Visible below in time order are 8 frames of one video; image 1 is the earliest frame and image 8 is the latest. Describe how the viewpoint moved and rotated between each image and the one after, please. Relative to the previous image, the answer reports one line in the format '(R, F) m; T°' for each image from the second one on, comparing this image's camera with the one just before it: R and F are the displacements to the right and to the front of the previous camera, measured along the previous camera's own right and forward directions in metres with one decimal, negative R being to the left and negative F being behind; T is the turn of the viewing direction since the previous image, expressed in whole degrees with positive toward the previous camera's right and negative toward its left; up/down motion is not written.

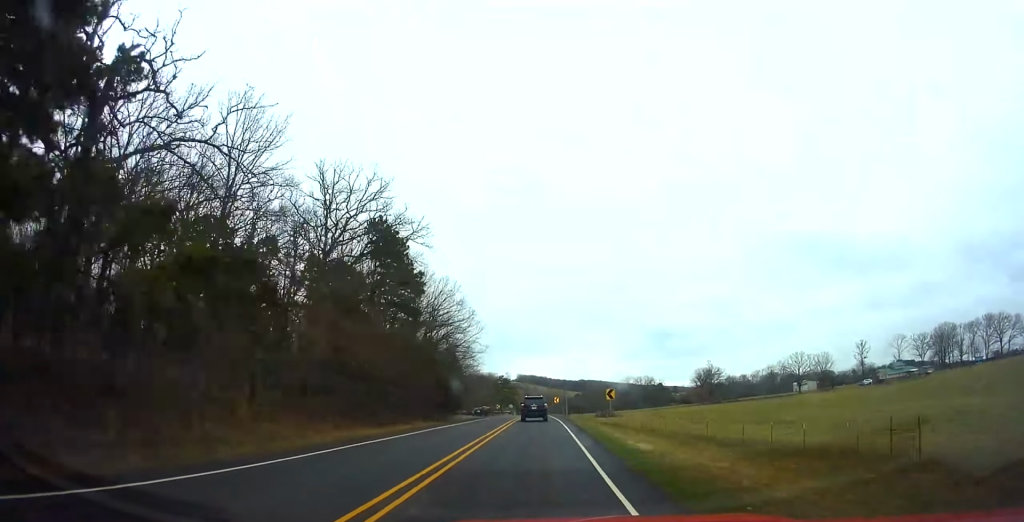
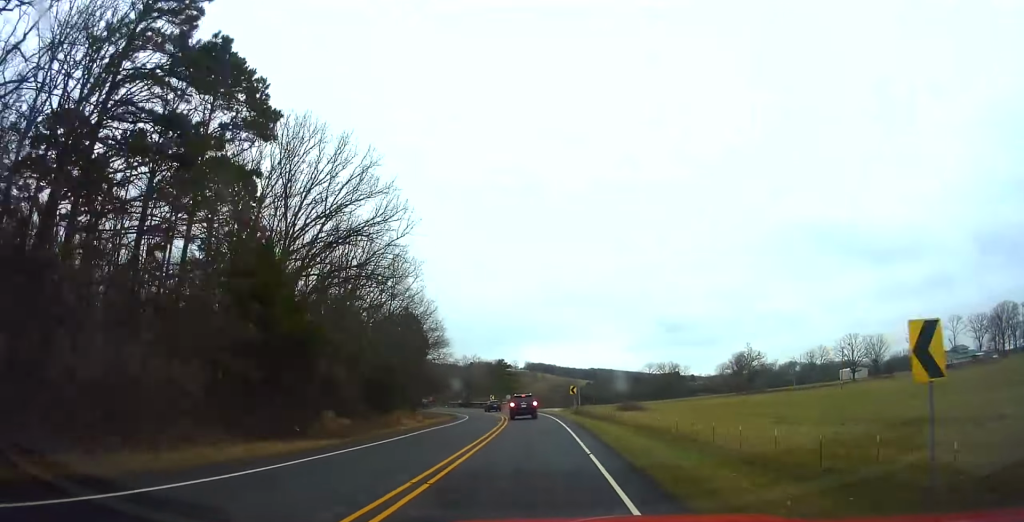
(+0.2, +33.7) m; -1°
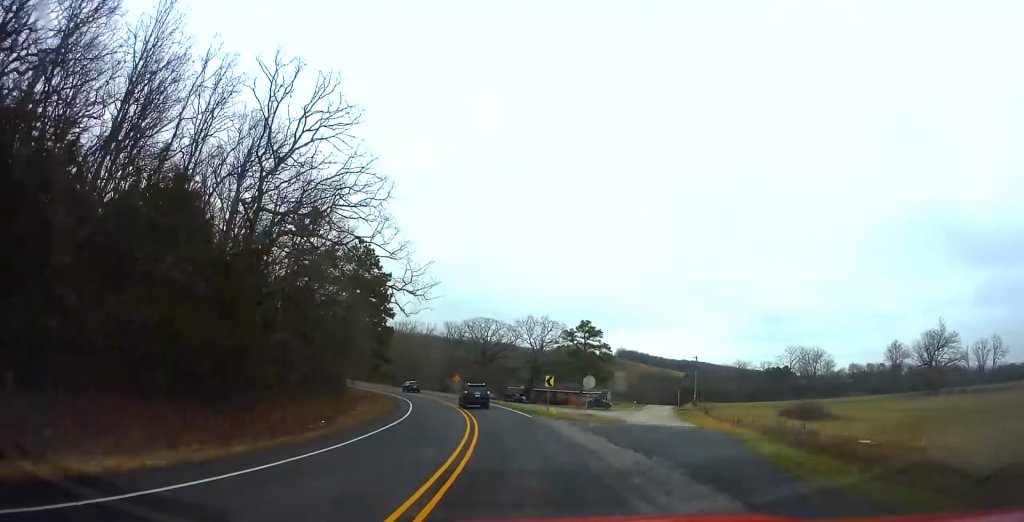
(-2.1, +62.2) m; -7°
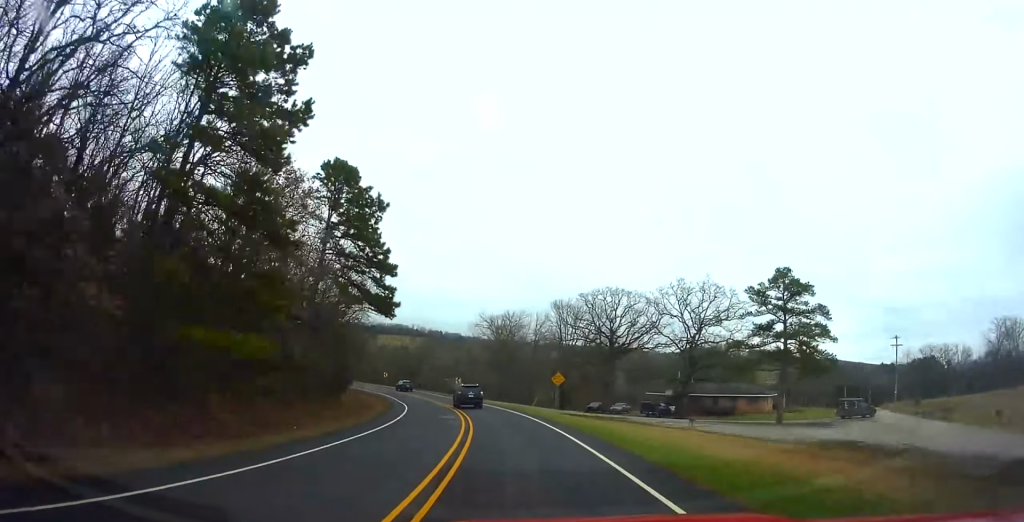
(-1.3, +41.8) m; -9°
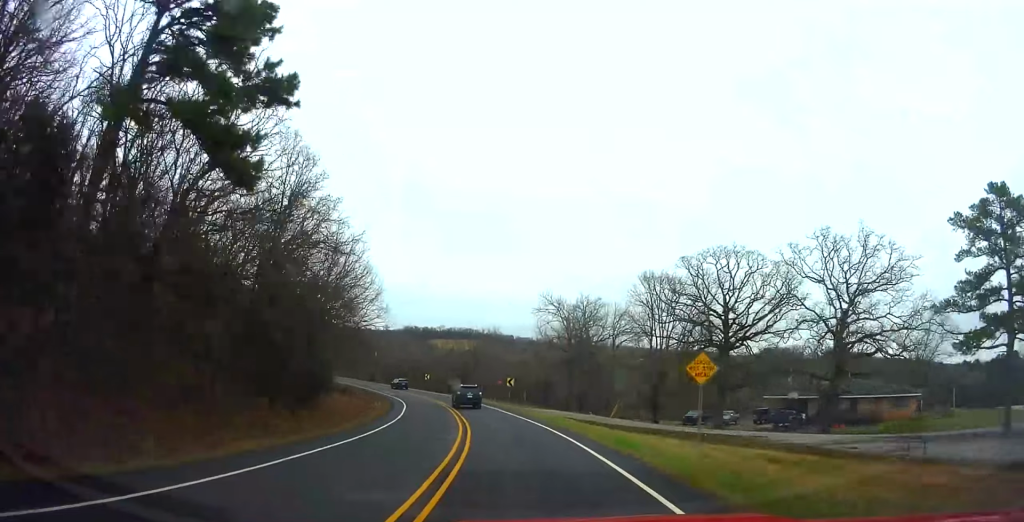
(-1.5, +23.2) m; -7°
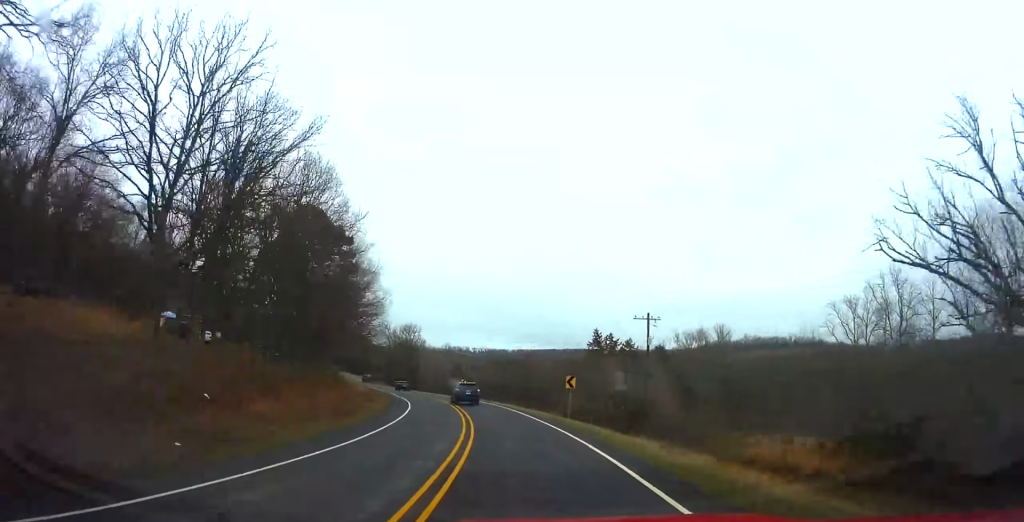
(-23.2, +87.0) m; -33°
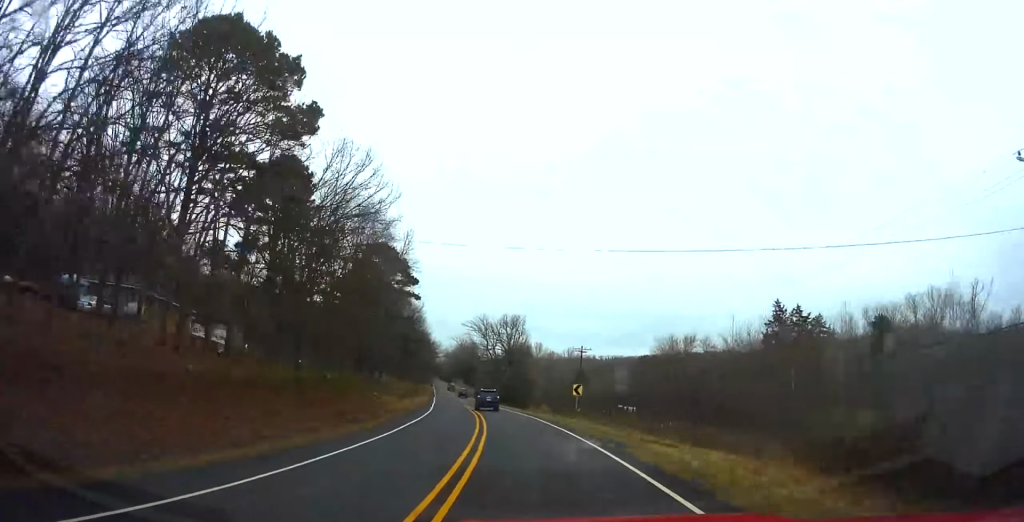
(-6.4, +40.0) m; -12°
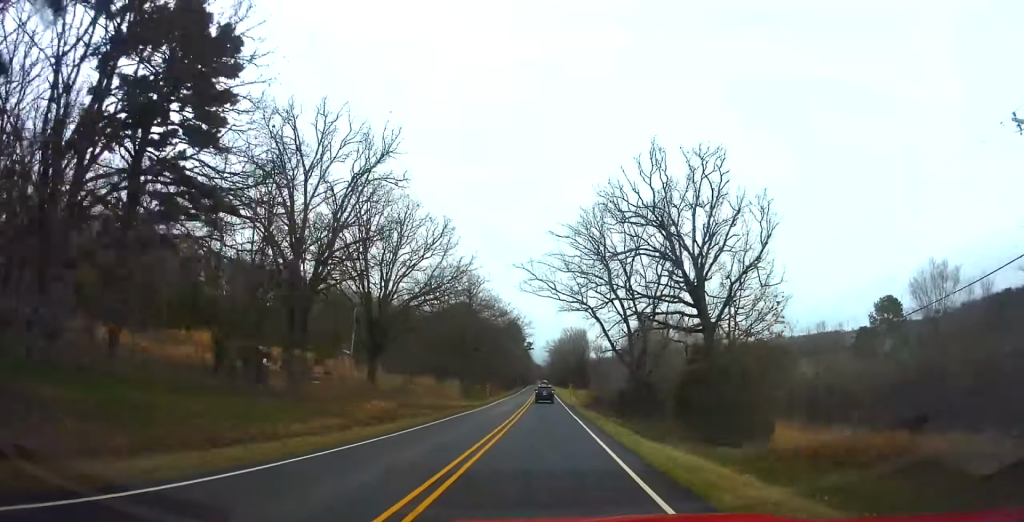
(-10.5, +74.2) m; -13°
